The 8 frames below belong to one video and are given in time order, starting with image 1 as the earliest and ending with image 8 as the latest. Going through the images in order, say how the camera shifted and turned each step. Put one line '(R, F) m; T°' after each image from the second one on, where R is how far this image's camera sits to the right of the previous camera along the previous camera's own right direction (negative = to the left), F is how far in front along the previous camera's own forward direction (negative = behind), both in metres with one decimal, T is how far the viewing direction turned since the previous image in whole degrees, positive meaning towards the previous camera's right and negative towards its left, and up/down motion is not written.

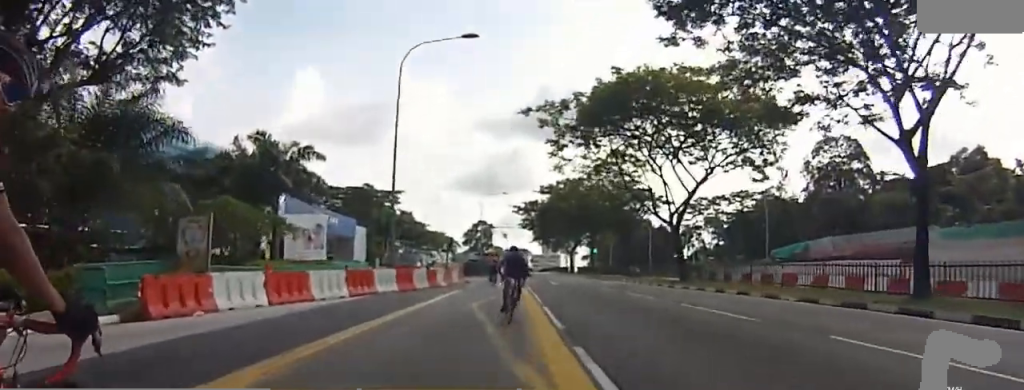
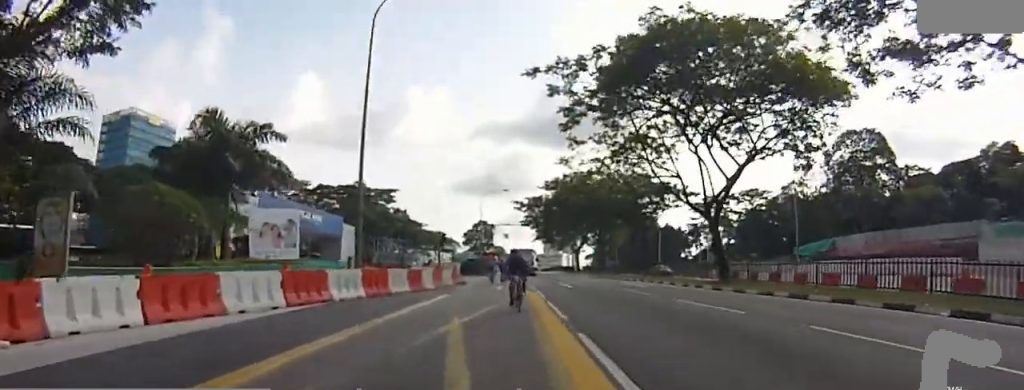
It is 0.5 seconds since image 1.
(0.0, +4.8) m; 0°
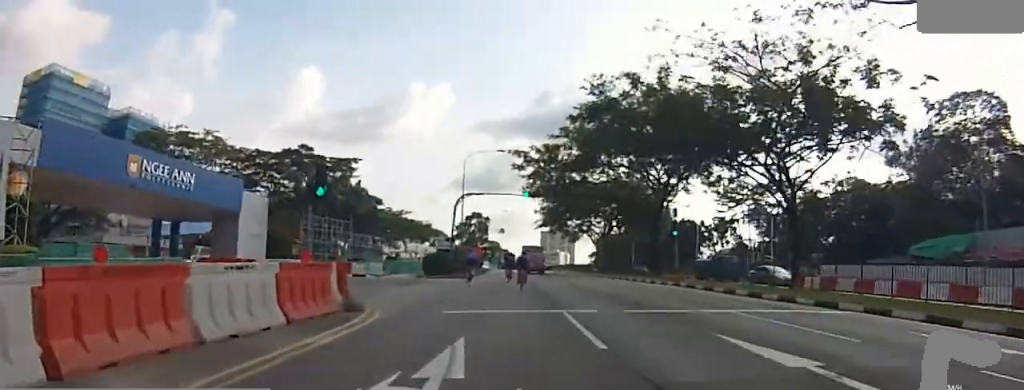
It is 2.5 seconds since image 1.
(0.0, +19.3) m; 0°
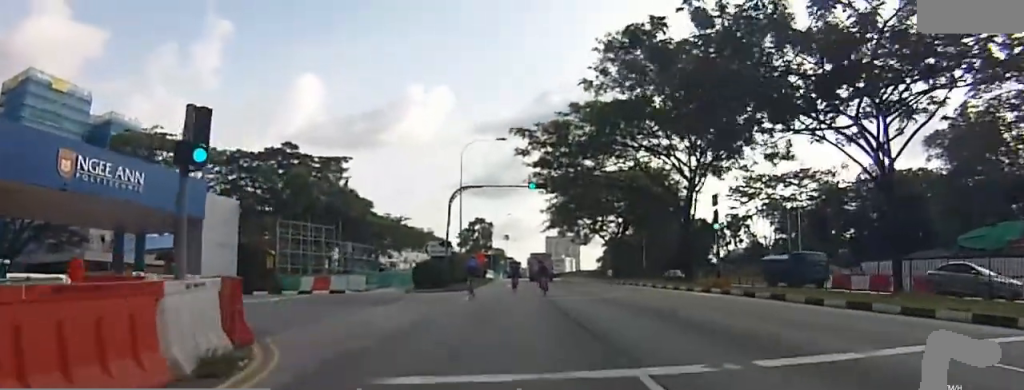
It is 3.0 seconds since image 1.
(0.0, +4.8) m; 0°
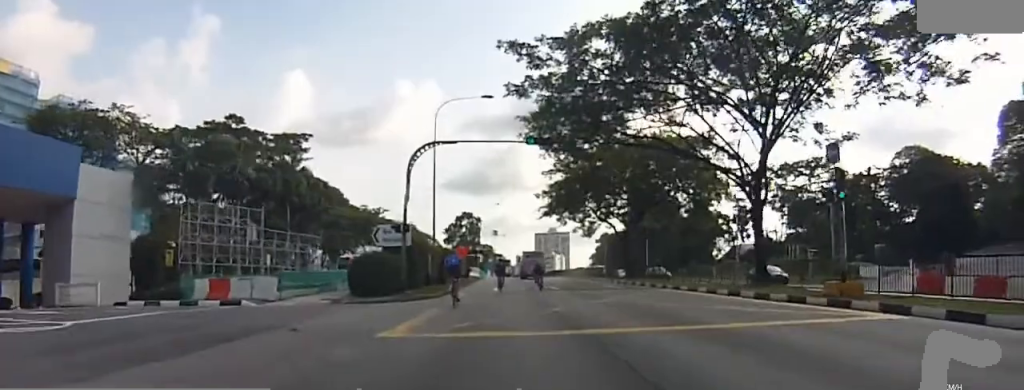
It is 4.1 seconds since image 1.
(0.0, +9.4) m; 0°
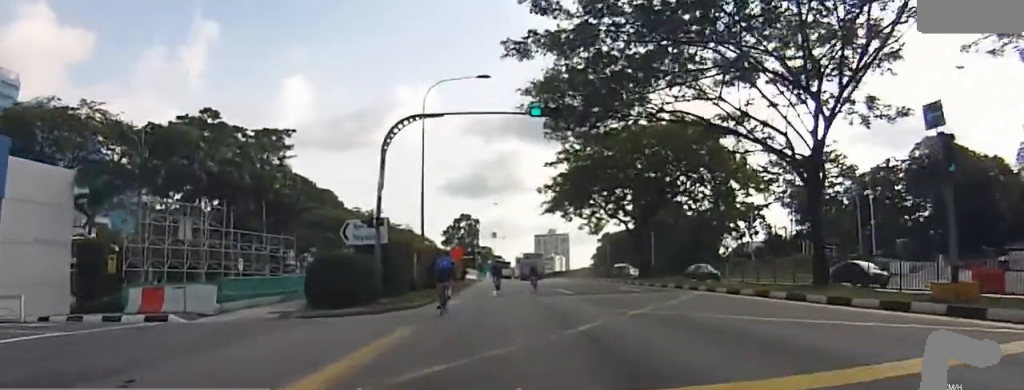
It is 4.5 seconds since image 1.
(0.0, +4.0) m; 0°
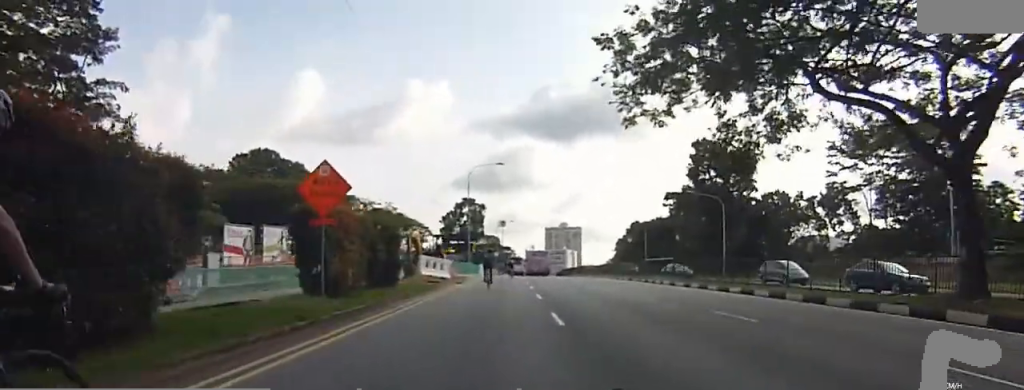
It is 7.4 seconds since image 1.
(+3.0, +26.5) m; +3°
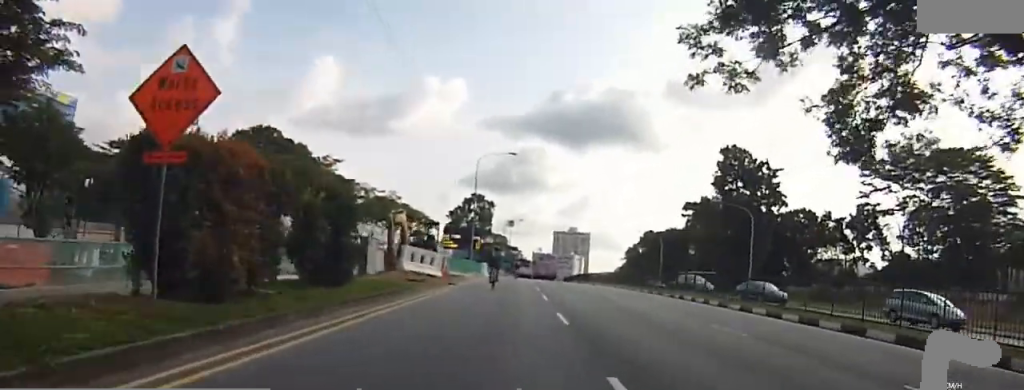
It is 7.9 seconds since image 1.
(-0.3, +5.1) m; -3°
